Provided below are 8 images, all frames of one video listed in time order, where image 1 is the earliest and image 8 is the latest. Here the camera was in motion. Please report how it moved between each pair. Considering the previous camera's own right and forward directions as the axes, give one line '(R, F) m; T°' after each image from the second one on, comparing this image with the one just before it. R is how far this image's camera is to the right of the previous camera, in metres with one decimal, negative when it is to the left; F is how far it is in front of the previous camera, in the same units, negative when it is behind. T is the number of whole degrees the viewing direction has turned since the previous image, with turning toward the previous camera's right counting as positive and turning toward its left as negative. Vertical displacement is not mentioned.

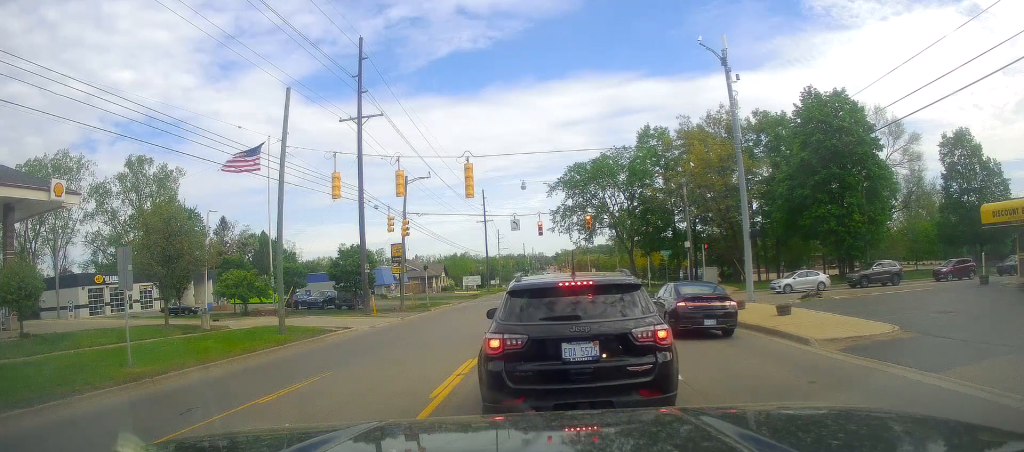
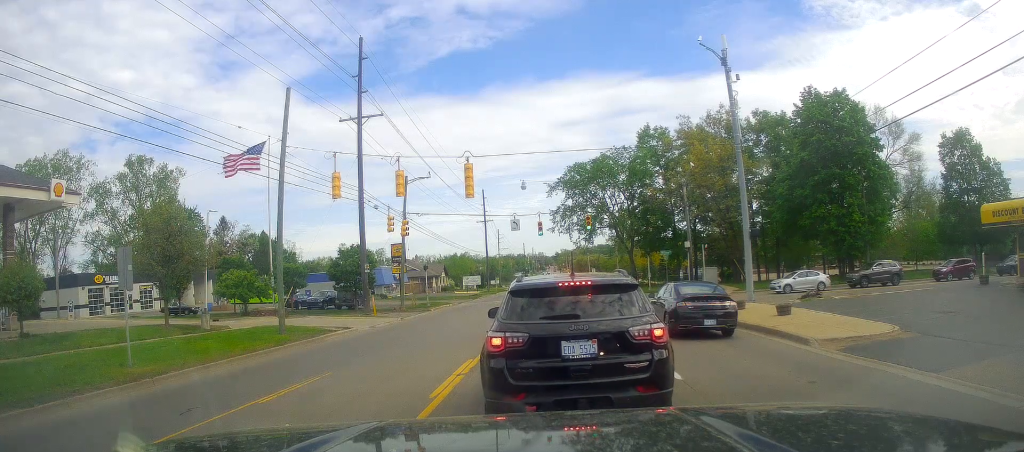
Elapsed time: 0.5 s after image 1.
(0.0, 0.0) m; 0°
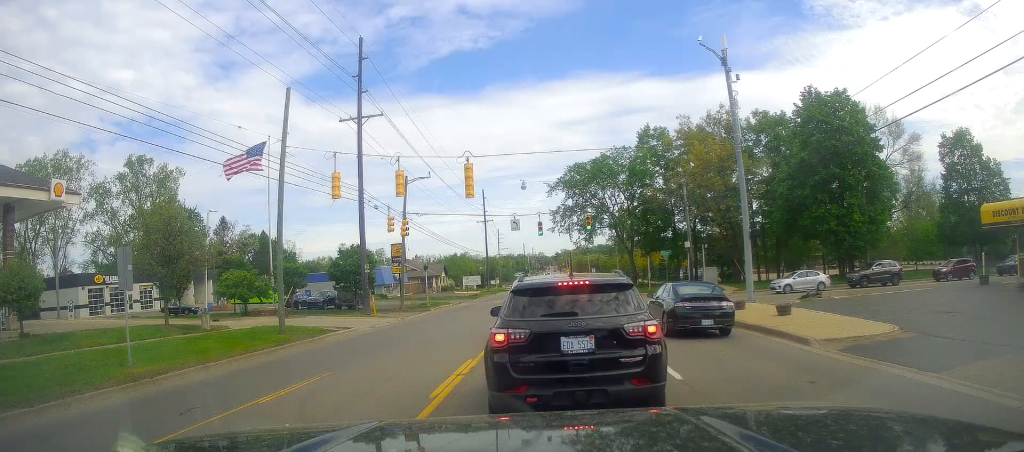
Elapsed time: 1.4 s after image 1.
(0.0, 0.0) m; 0°
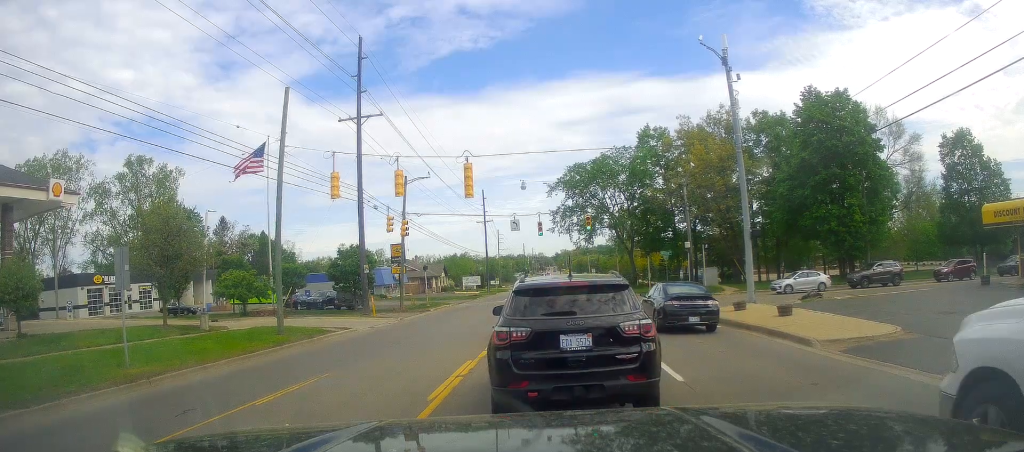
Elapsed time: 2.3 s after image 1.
(0.0, 0.0) m; 0°
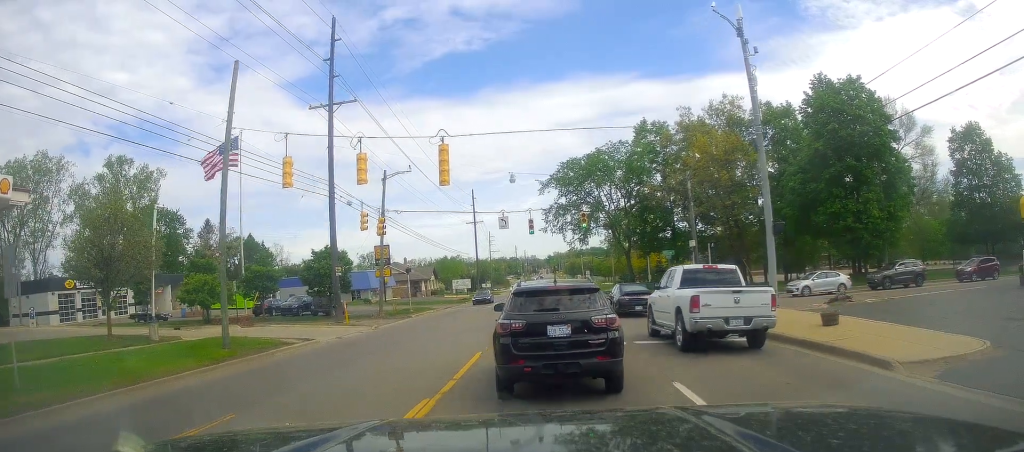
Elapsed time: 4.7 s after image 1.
(0.0, +1.1) m; 0°
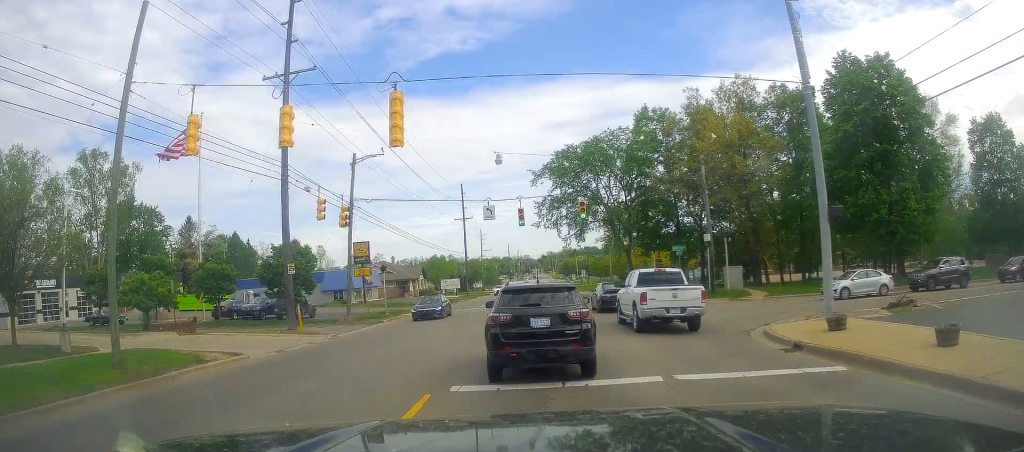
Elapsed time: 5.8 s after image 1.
(0.0, +3.7) m; 0°
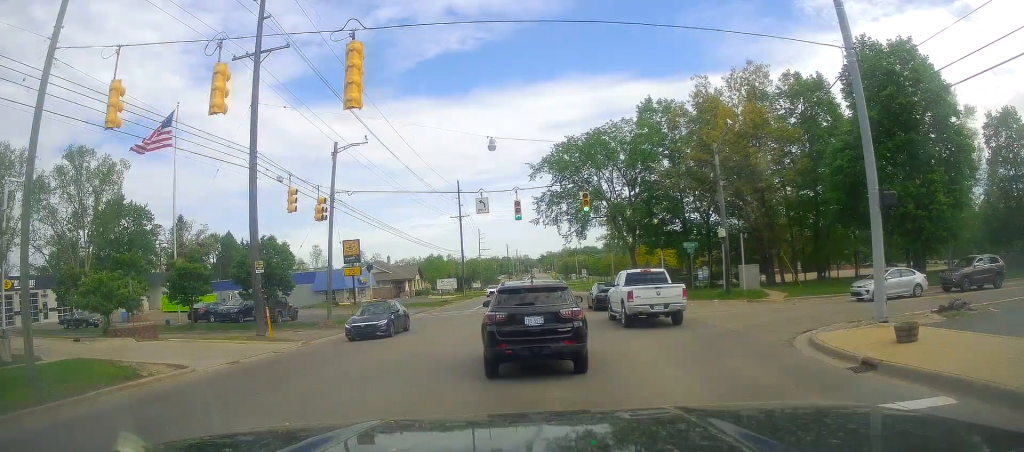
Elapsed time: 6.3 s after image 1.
(0.0, +3.1) m; -3°
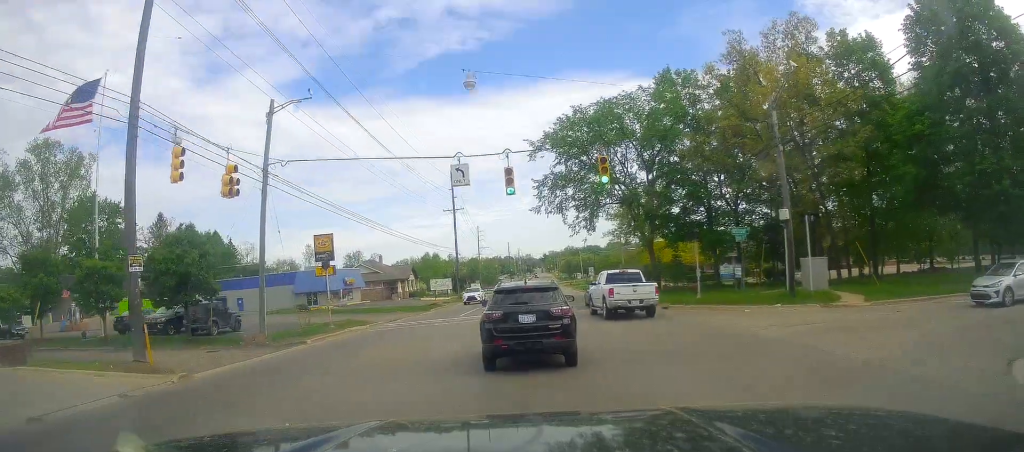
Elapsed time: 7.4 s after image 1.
(-0.5, +8.1) m; -2°
